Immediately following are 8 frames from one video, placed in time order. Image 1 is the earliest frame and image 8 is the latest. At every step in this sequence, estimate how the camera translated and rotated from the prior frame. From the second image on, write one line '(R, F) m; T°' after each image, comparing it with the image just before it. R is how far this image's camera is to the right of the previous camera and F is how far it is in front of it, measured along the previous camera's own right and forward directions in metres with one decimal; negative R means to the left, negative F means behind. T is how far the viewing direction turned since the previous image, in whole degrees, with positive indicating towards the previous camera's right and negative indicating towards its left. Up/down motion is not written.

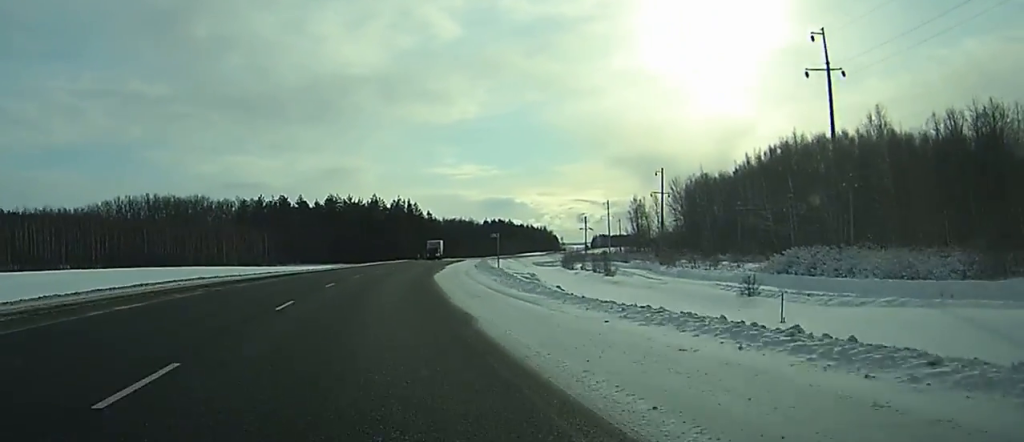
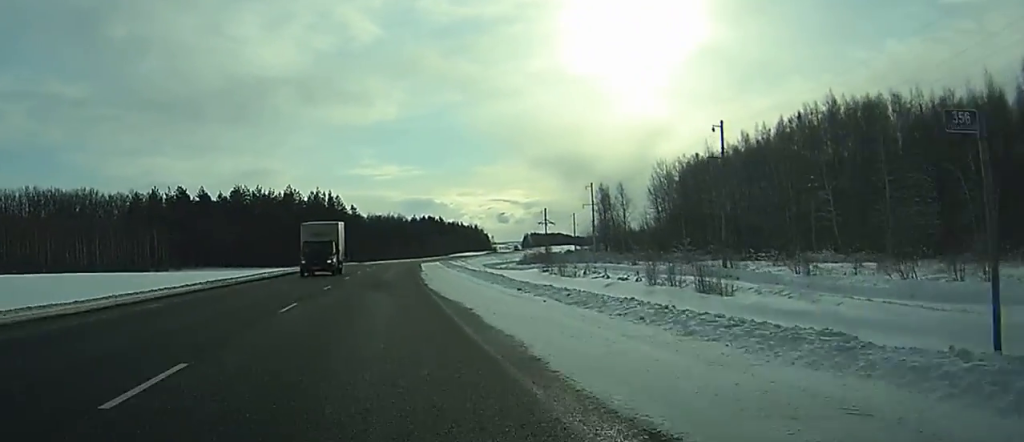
(+2.0, +47.3) m; +6°
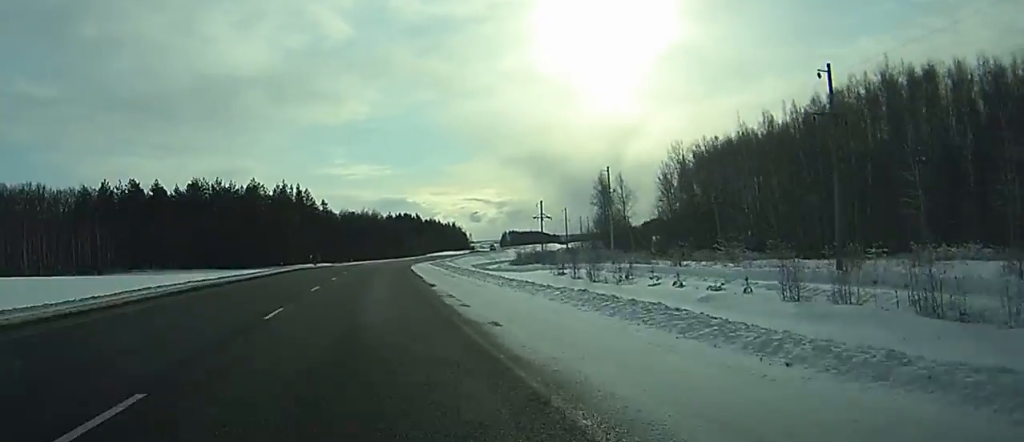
(+0.9, +25.5) m; +3°
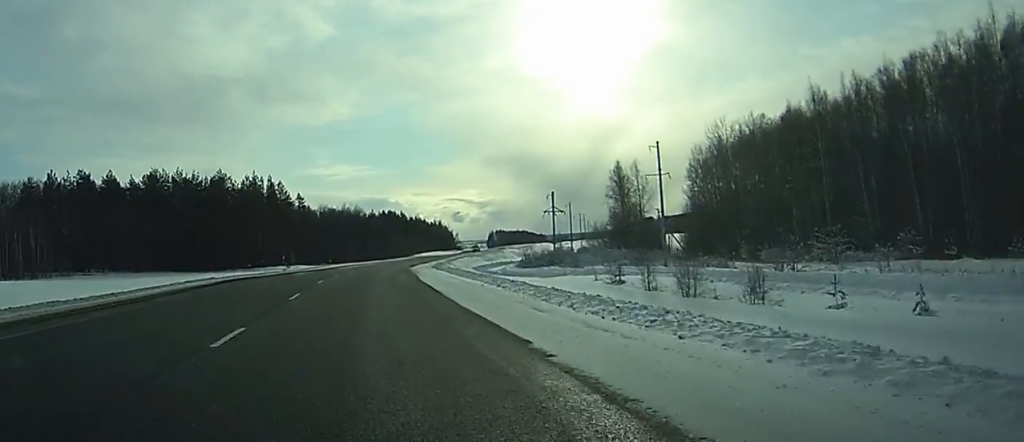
(+0.7, +28.4) m; +2°
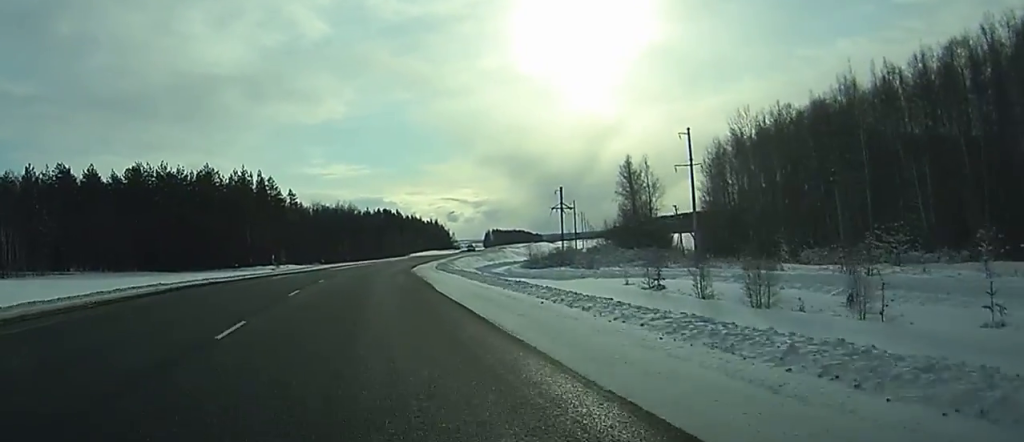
(0.0, +10.9) m; +1°
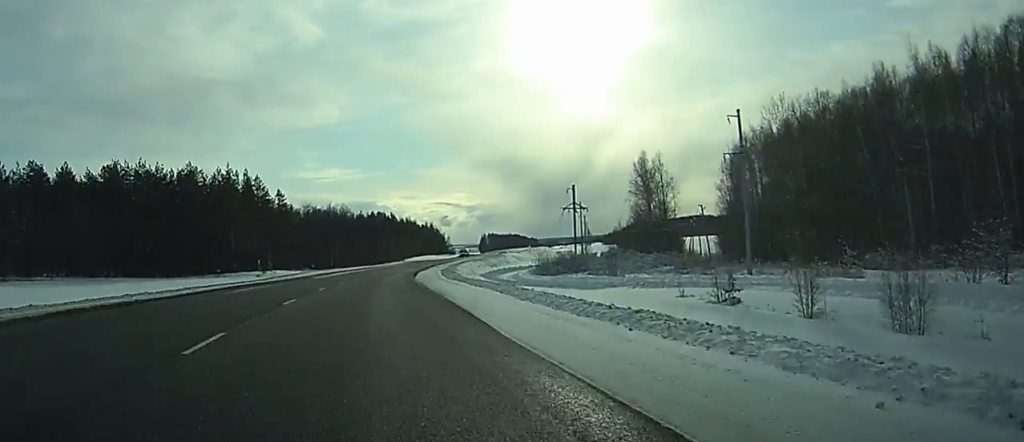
(+0.2, +13.5) m; 0°
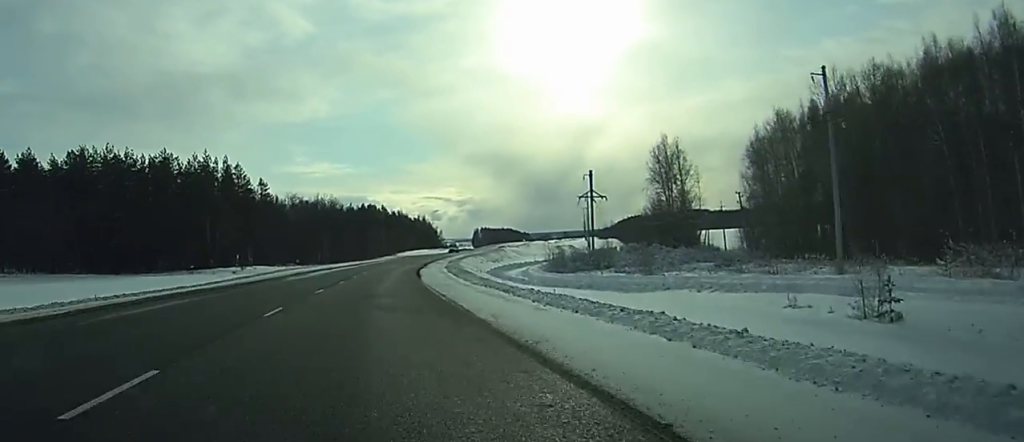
(+0.1, +16.1) m; +1°
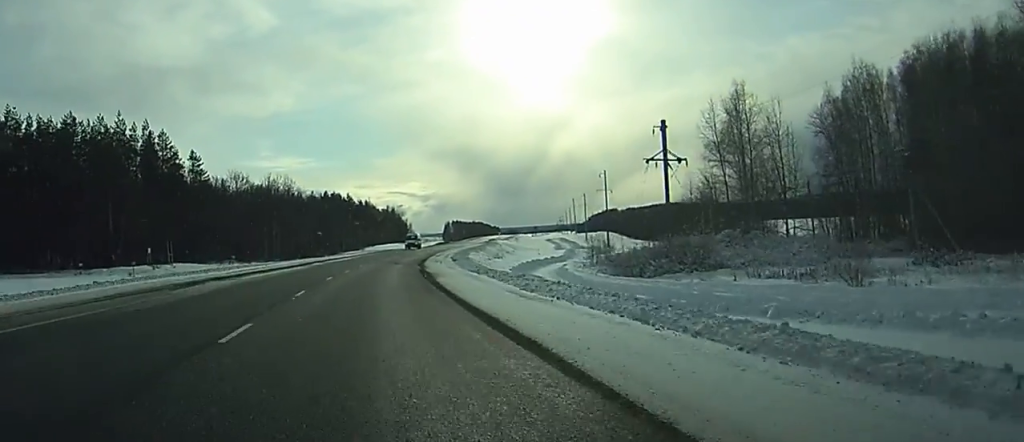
(+0.8, +41.6) m; +3°
